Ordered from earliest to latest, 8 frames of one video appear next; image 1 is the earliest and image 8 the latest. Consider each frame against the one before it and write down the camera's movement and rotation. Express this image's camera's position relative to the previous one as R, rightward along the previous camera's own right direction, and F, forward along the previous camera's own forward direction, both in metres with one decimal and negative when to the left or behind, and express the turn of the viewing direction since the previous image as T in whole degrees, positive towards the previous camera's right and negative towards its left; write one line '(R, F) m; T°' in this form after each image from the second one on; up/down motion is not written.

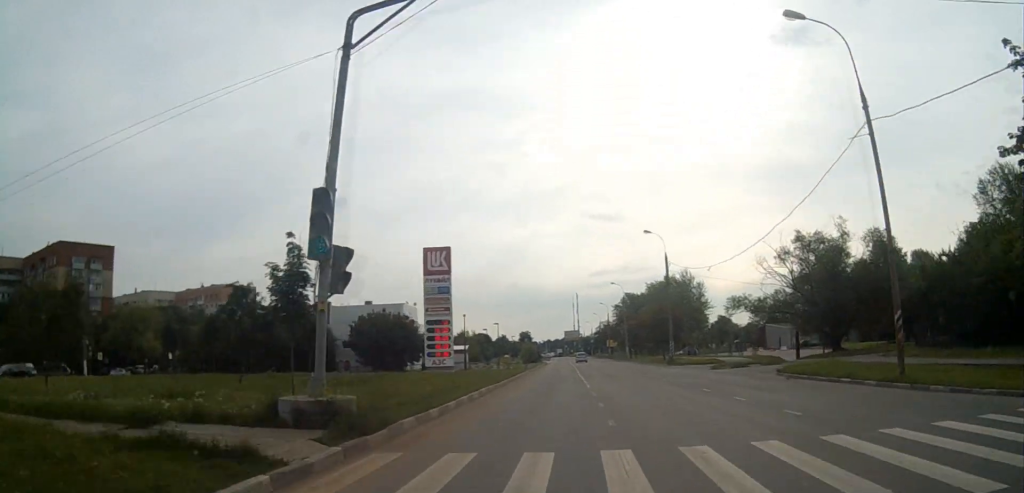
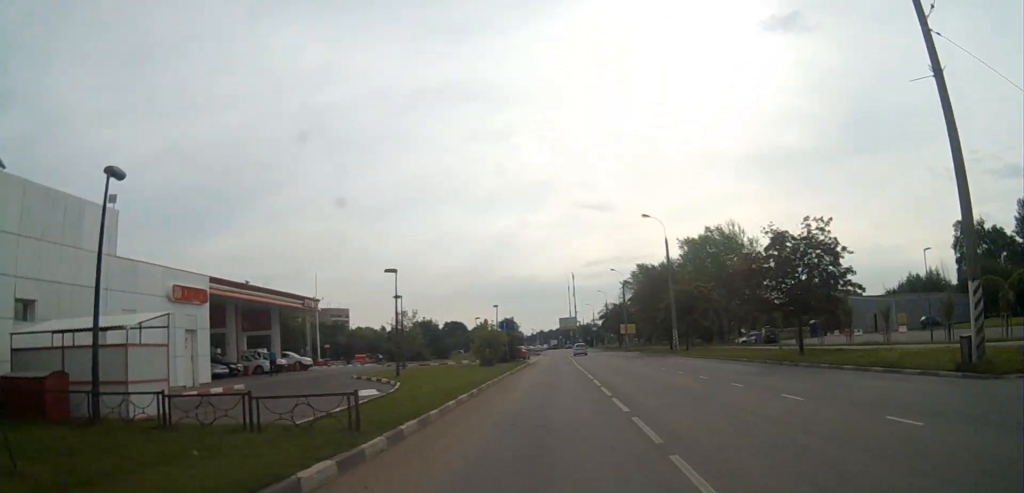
(+0.1, +44.7) m; 0°
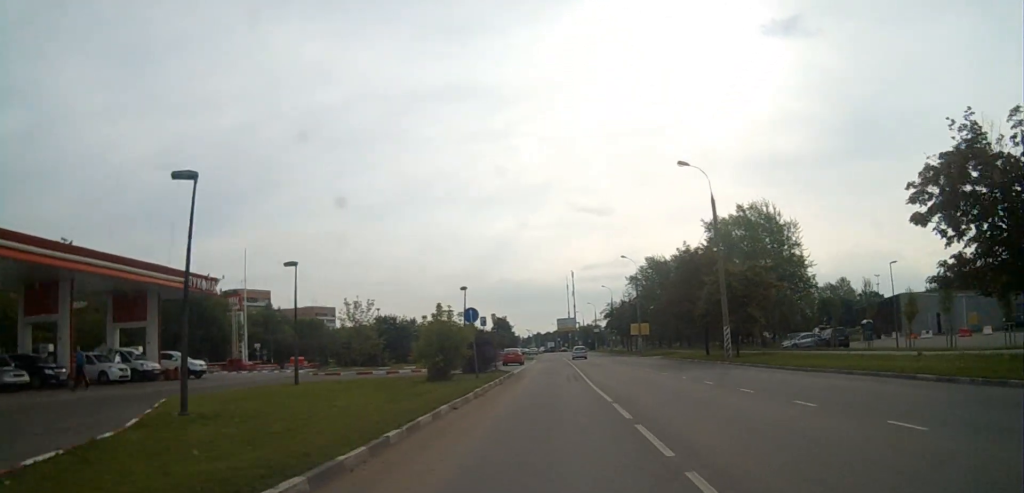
(-0.1, +17.3) m; 0°
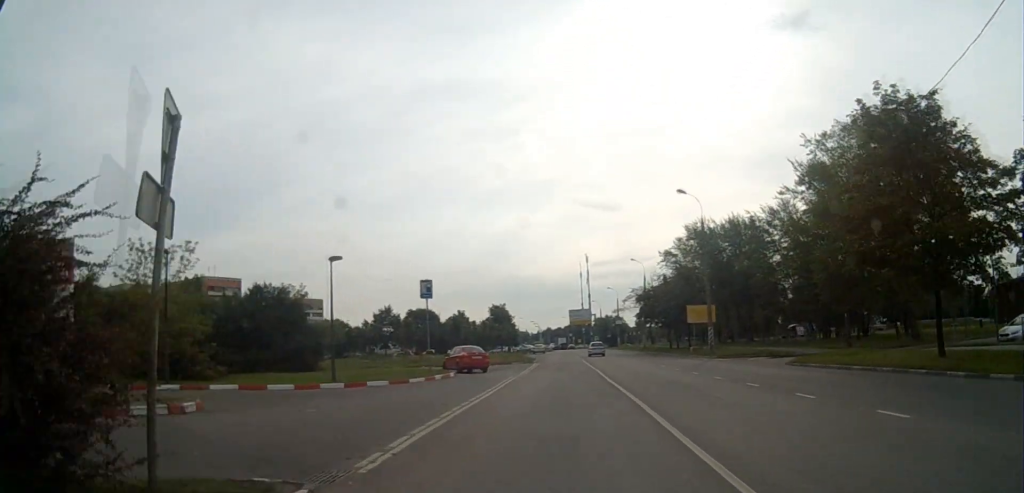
(0.0, +31.2) m; -2°
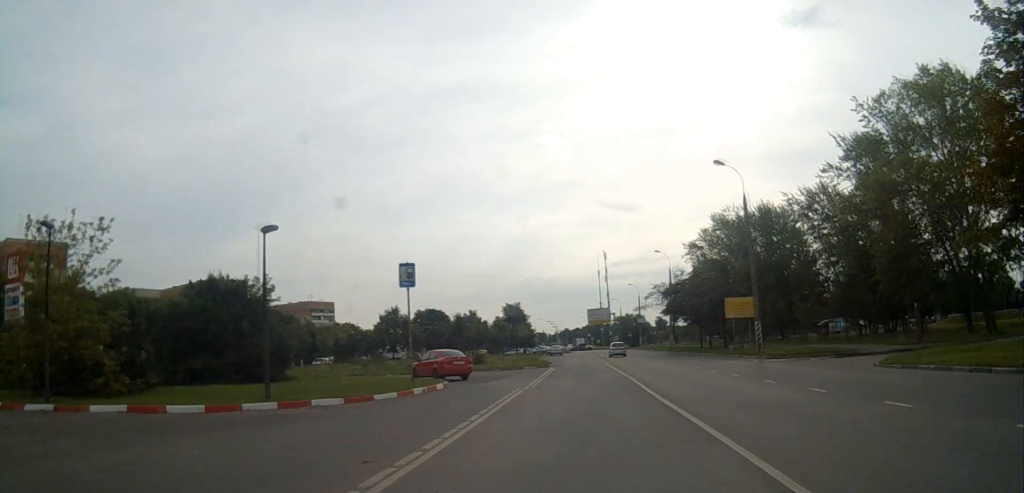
(+0.1, +7.5) m; -1°
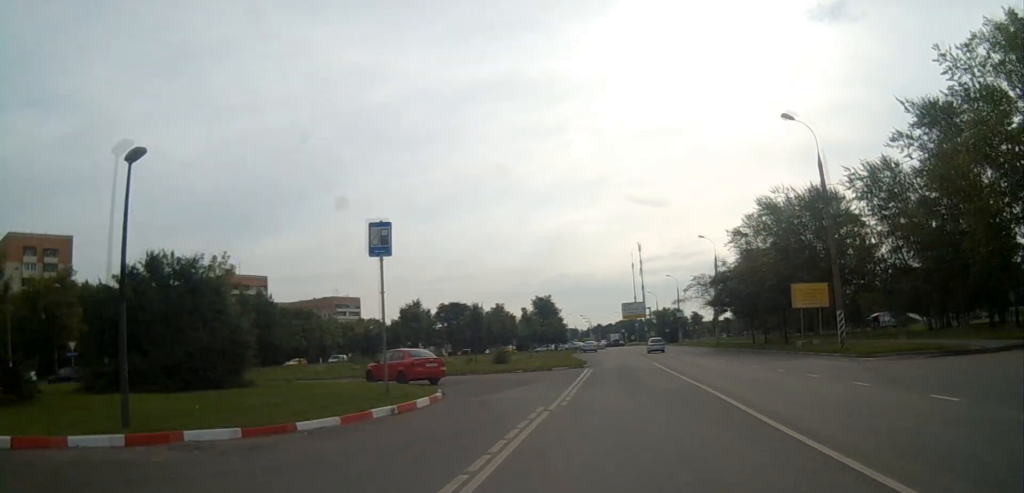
(-0.3, +7.5) m; -2°
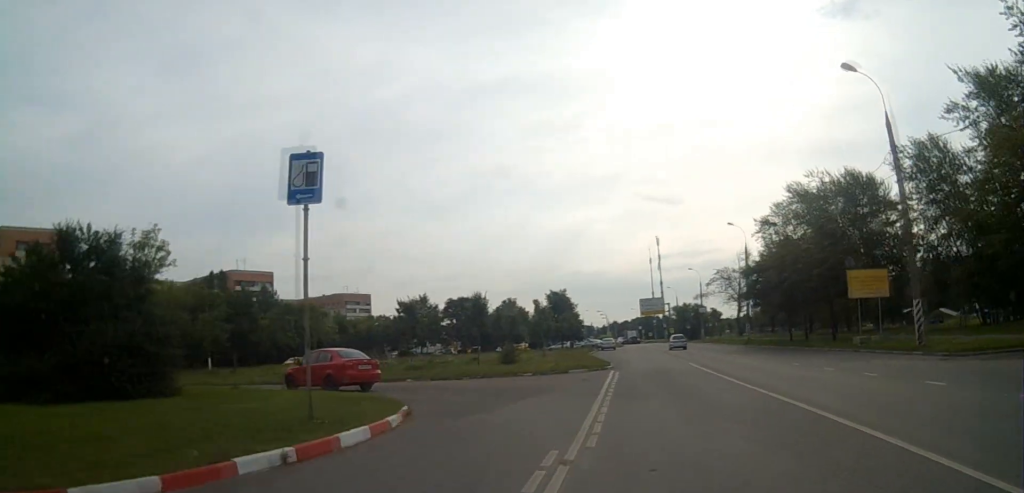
(-0.1, +6.4) m; -2°
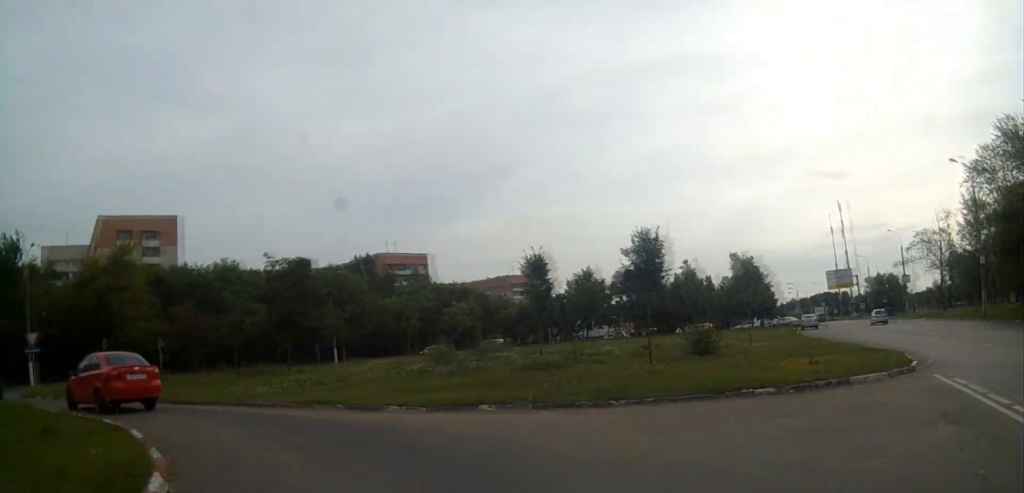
(-1.3, +14.6) m; -22°
